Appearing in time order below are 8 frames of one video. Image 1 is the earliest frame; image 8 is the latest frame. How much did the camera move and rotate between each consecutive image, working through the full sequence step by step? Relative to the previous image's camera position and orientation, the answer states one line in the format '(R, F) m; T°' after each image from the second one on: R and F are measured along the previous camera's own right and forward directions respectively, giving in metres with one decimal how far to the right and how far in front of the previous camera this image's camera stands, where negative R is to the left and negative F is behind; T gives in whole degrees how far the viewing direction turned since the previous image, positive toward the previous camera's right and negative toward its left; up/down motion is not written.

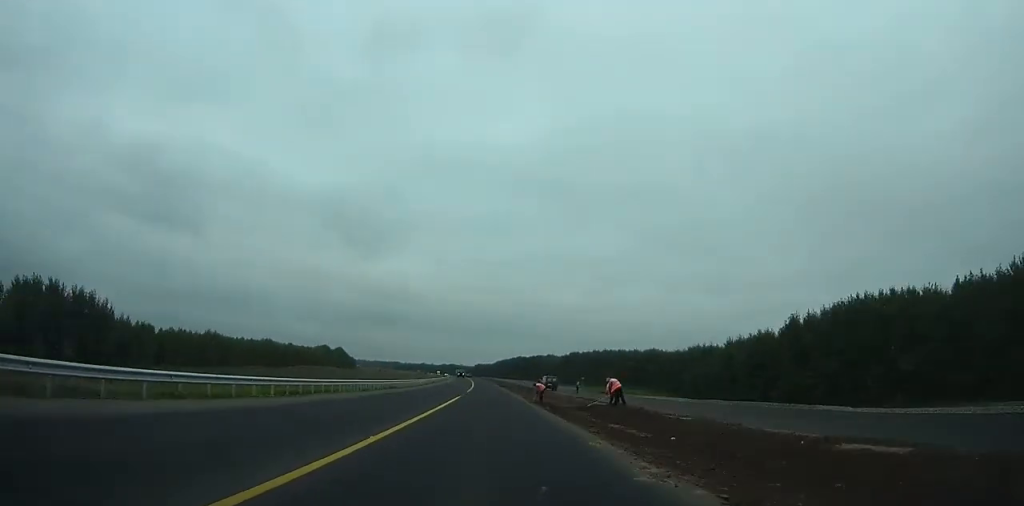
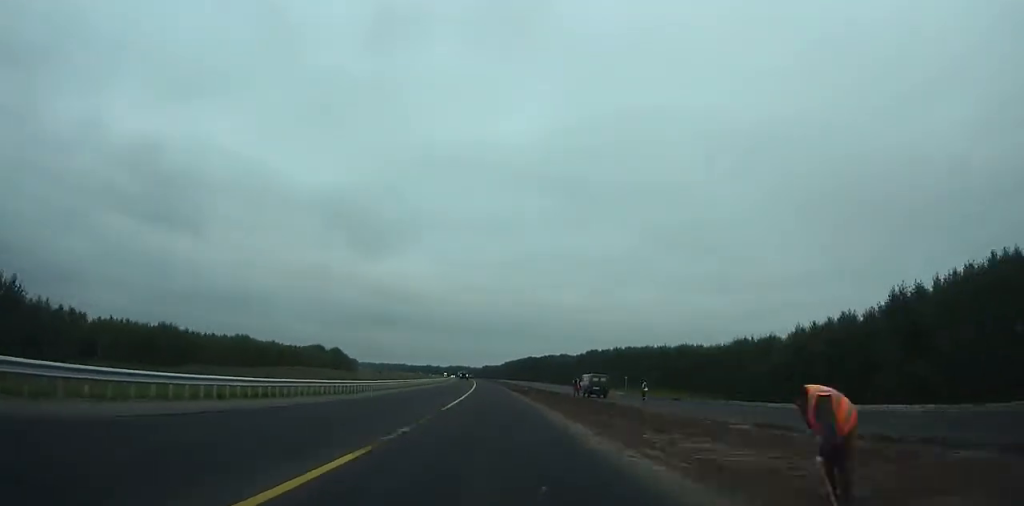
(-0.2, +31.7) m; 0°
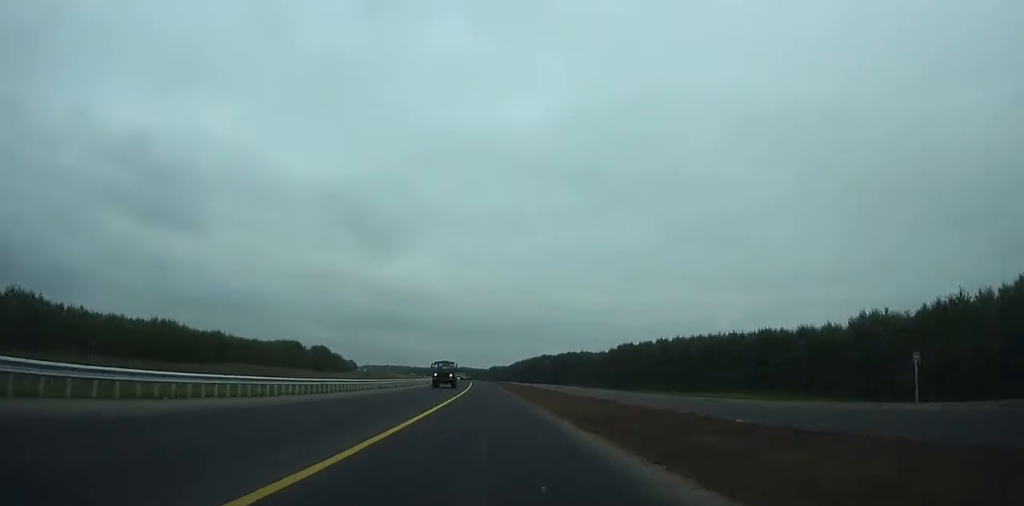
(-0.3, +58.9) m; -1°
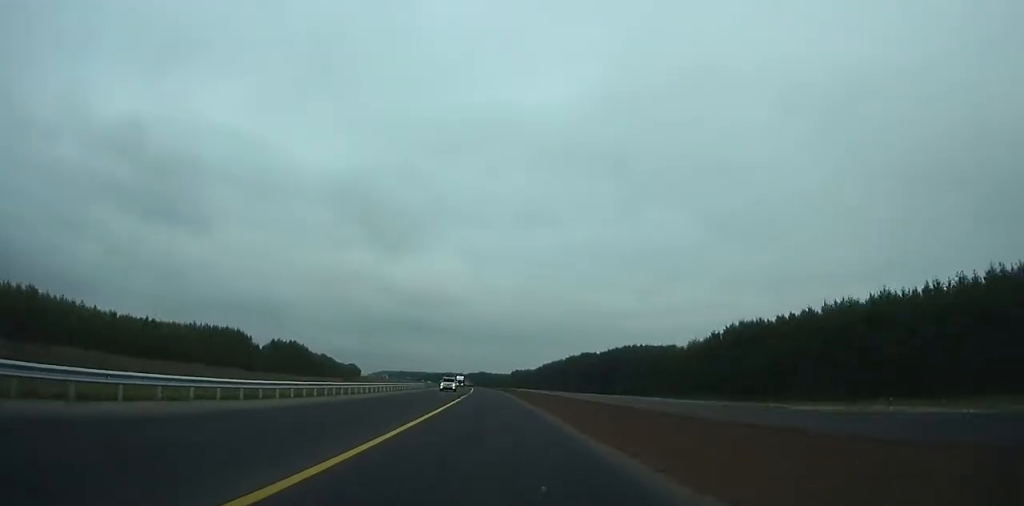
(-1.7, +97.4) m; -2°
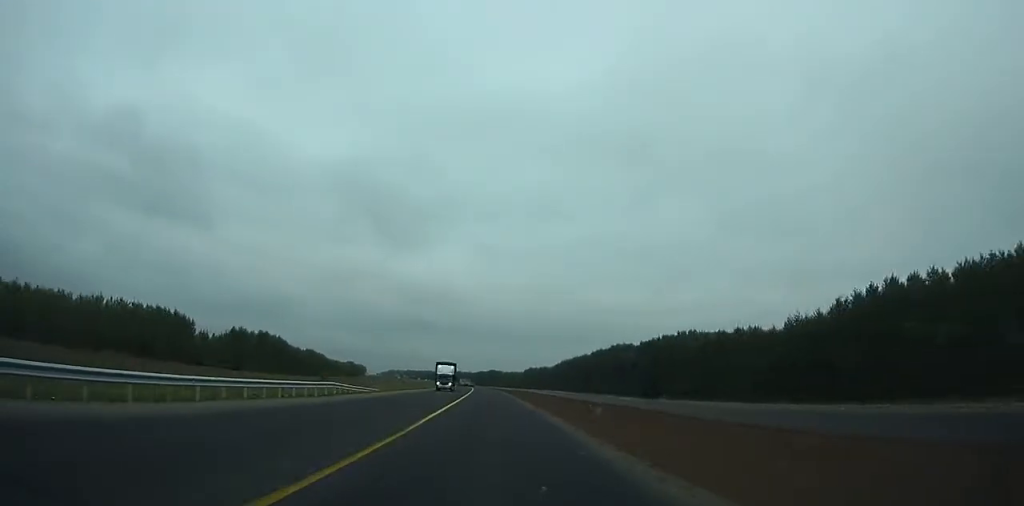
(-0.4, +53.1) m; -1°
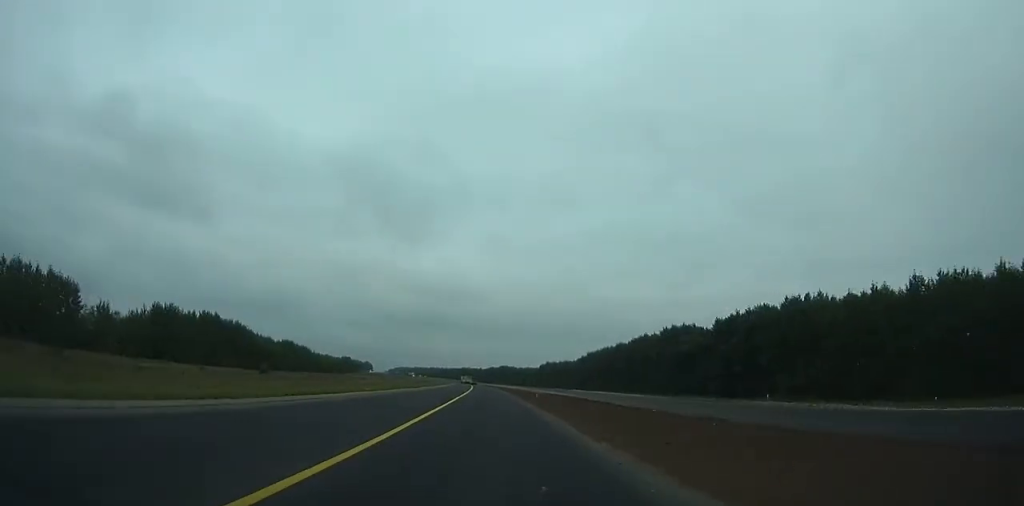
(-0.4, +58.6) m; -1°
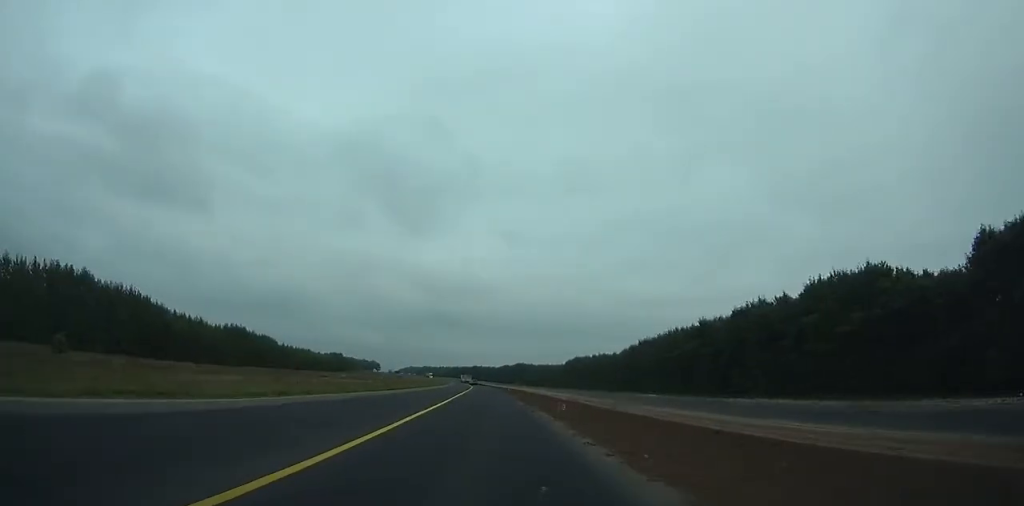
(-1.0, +79.2) m; -2°
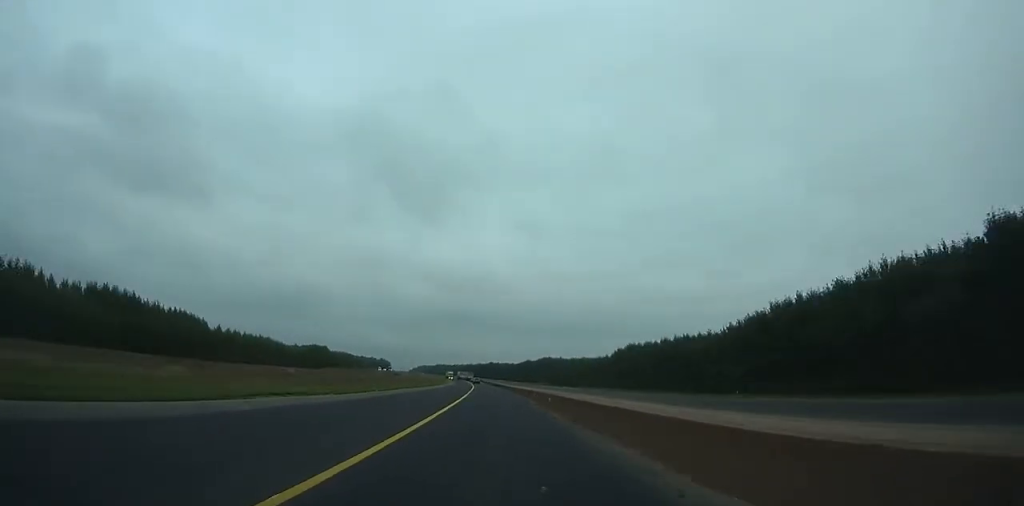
(-1.9, +91.6) m; -2°
